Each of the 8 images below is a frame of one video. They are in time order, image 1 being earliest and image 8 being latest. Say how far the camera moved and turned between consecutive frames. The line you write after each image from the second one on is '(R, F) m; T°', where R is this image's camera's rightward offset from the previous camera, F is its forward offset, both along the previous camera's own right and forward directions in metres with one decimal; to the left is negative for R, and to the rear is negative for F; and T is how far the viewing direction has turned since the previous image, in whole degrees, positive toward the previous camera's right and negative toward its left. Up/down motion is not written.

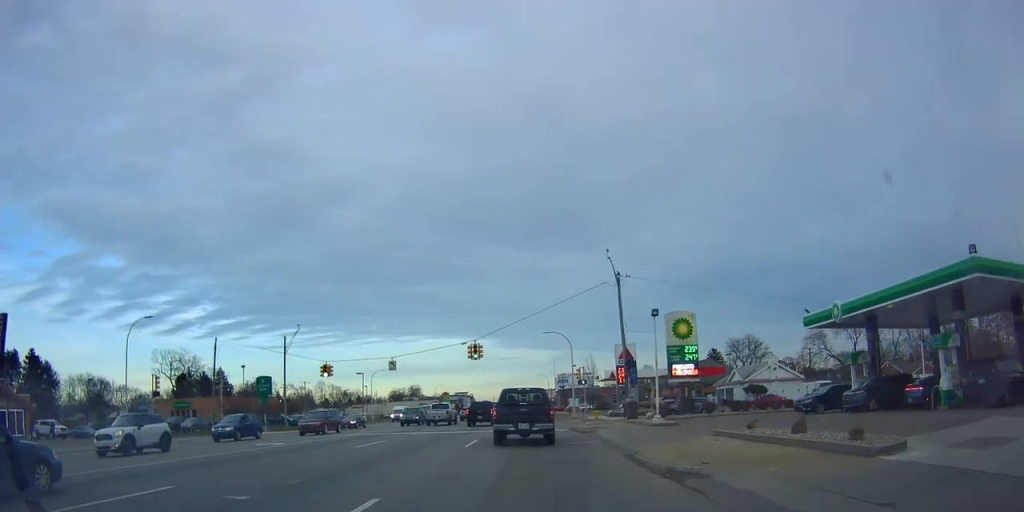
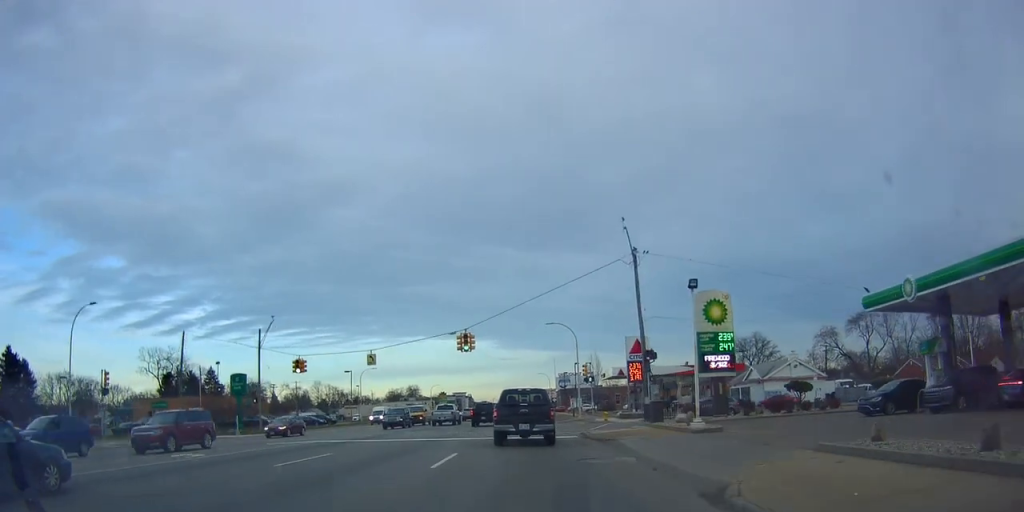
(0.0, +6.3) m; 0°
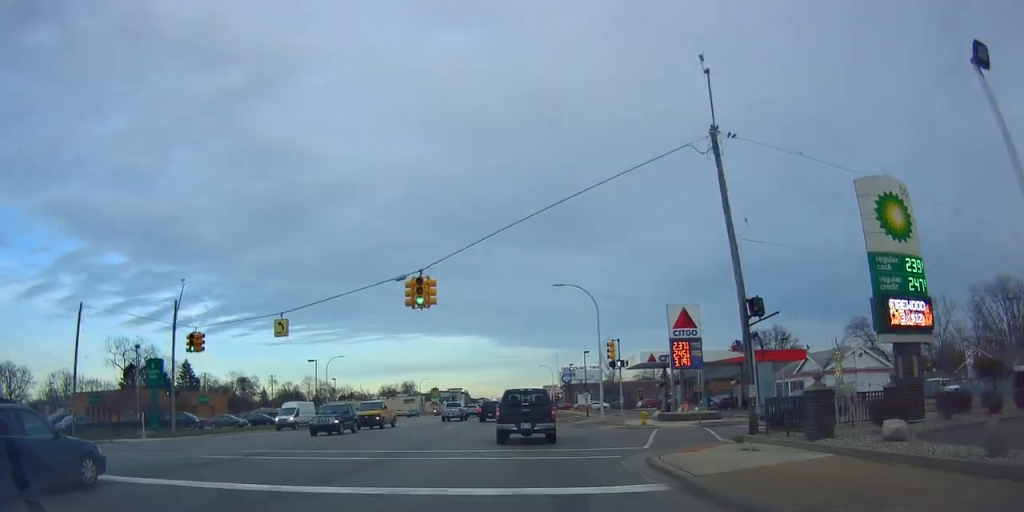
(0.0, +15.4) m; 0°
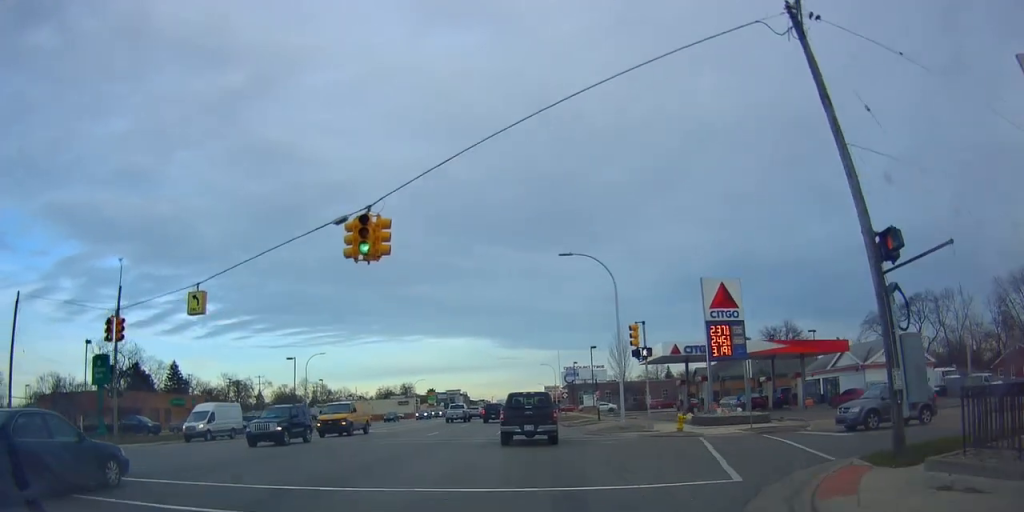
(0.0, +7.4) m; 0°
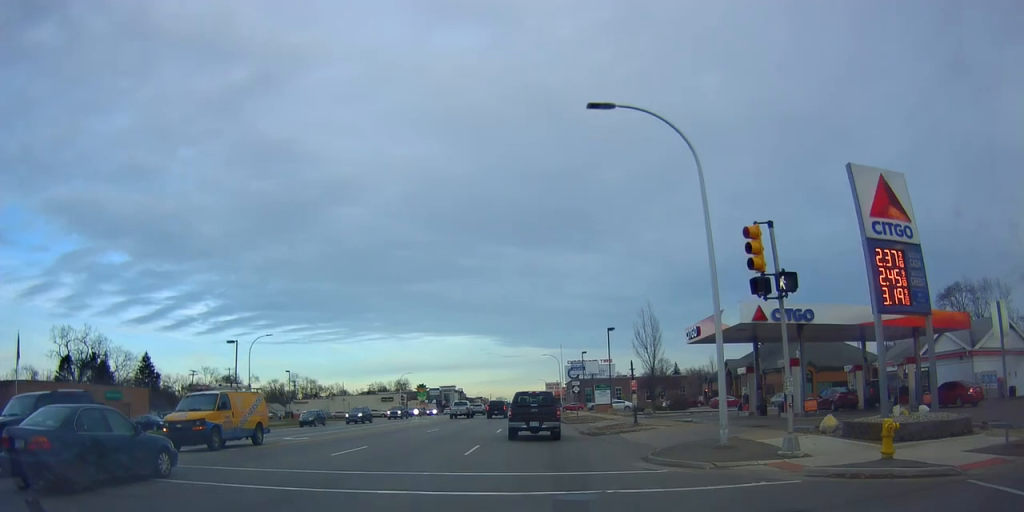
(0.0, +14.7) m; -2°
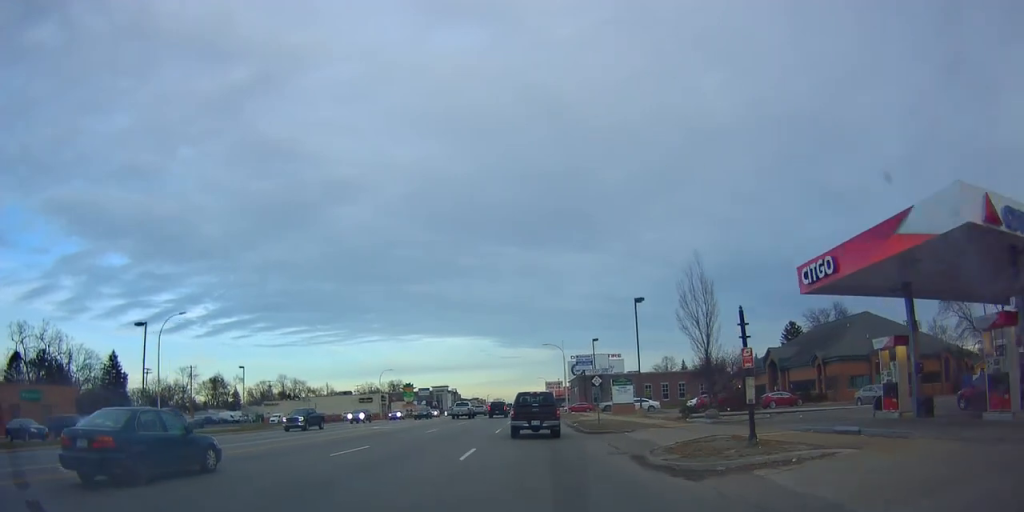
(-0.5, +15.0) m; 0°
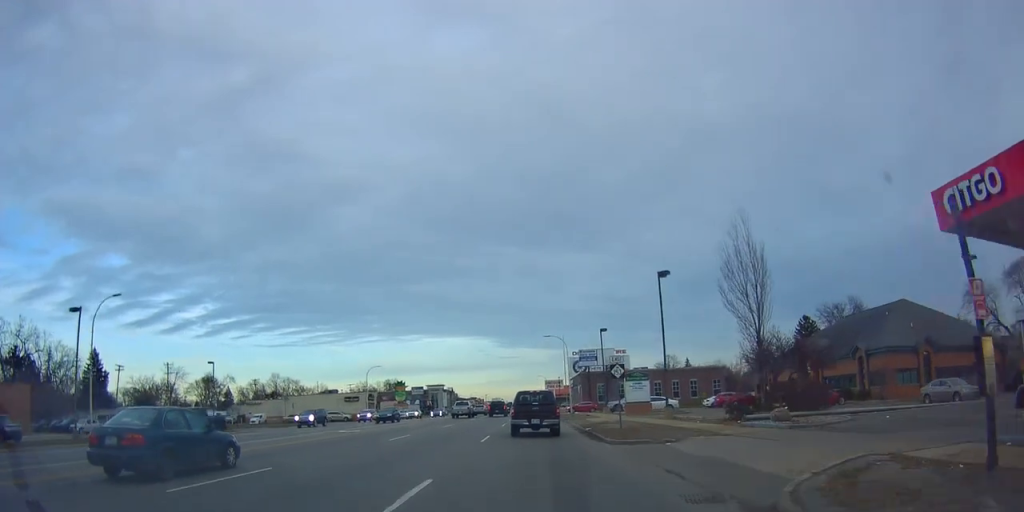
(+0.3, +7.9) m; +1°
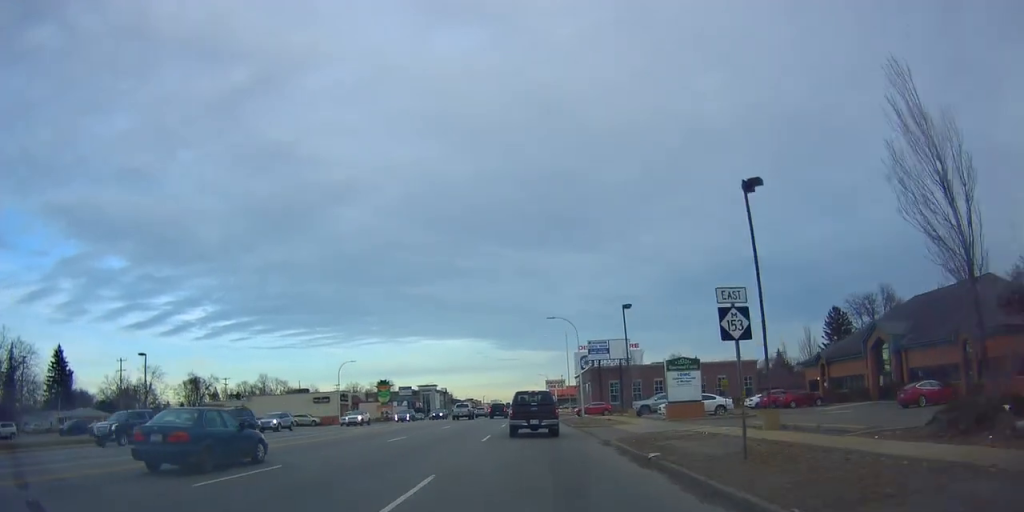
(+0.2, +14.0) m; +1°
